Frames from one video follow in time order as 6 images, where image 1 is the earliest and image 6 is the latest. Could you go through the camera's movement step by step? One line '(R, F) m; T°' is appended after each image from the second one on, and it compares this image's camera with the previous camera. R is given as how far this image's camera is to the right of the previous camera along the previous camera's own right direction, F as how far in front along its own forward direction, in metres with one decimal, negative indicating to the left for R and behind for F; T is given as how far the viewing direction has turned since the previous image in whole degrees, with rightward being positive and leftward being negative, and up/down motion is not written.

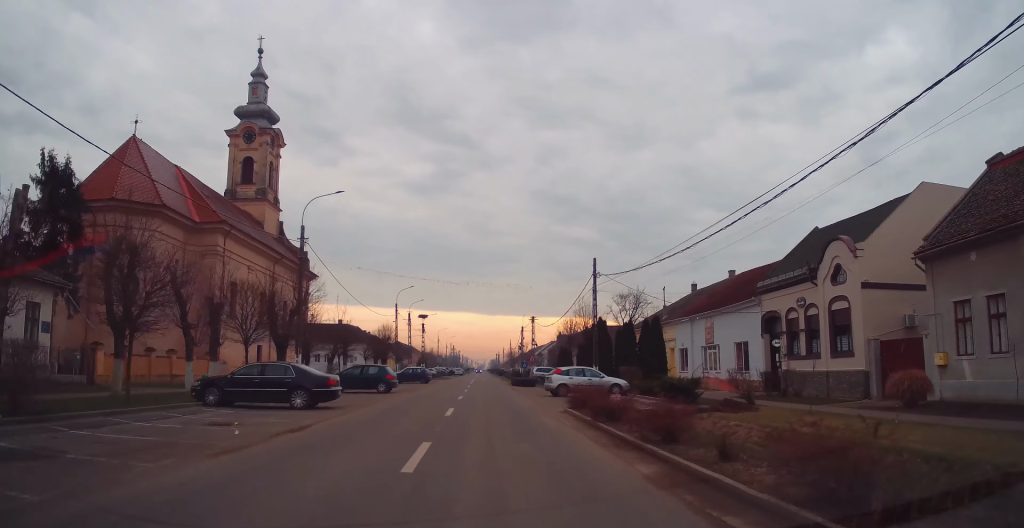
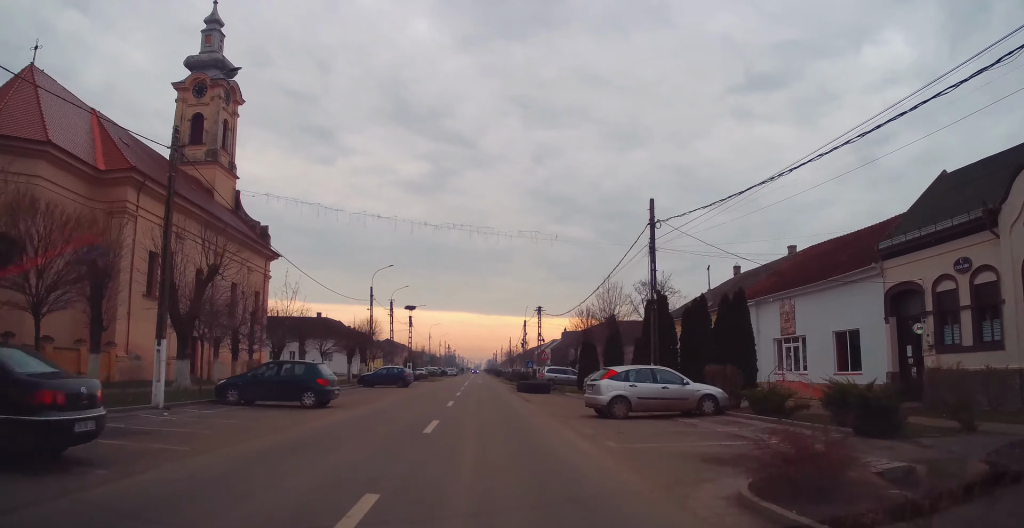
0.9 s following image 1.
(-0.1, +13.8) m; 0°
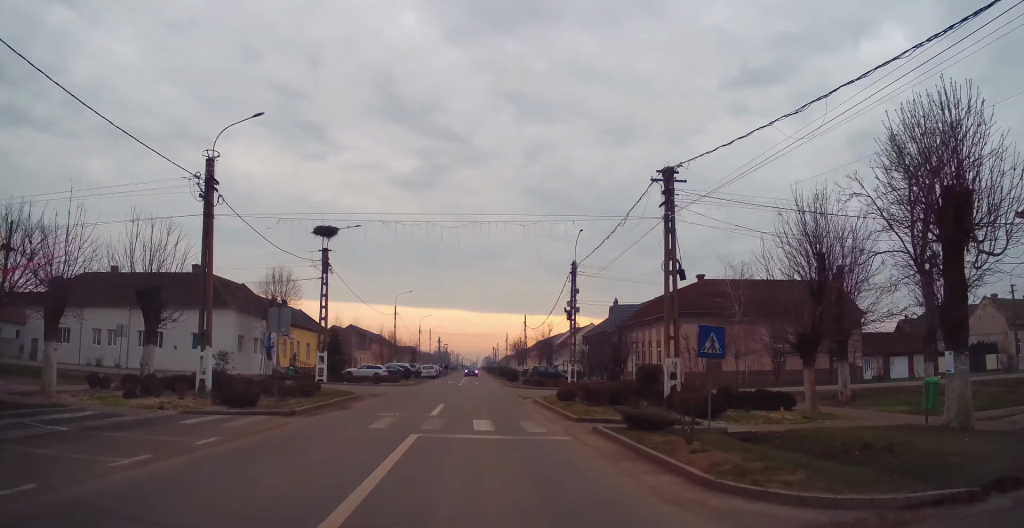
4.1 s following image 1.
(-0.4, +47.7) m; 0°
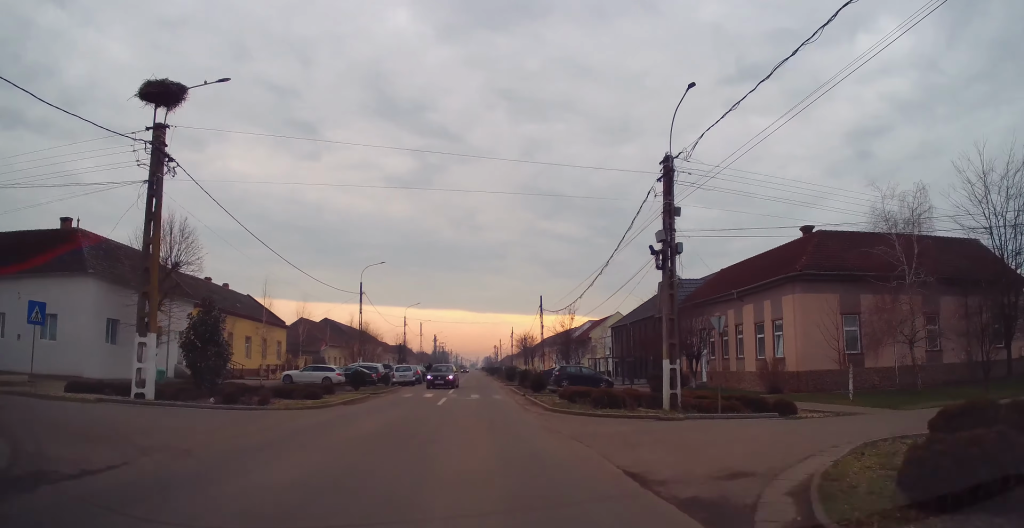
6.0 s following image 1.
(+0.2, +23.7) m; -1°
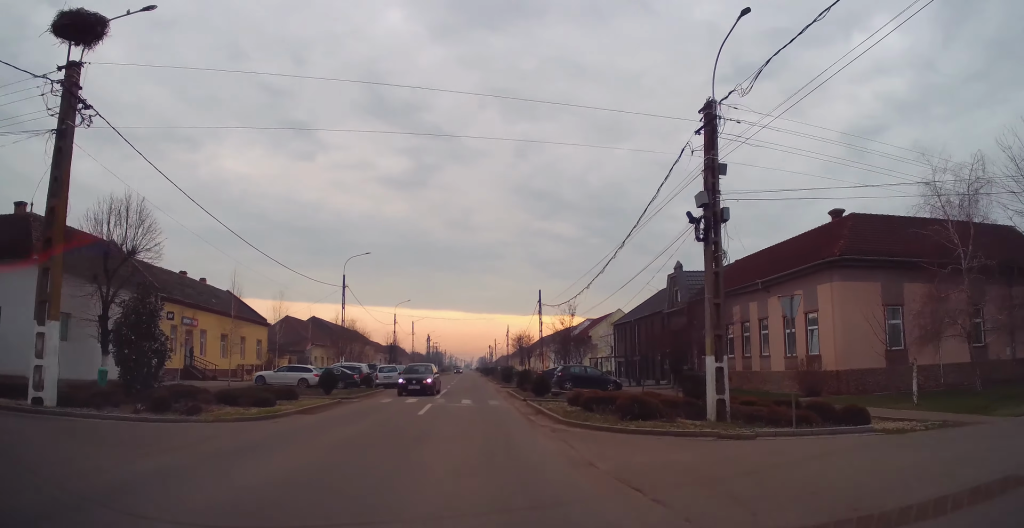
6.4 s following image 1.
(-0.1, +4.7) m; 0°
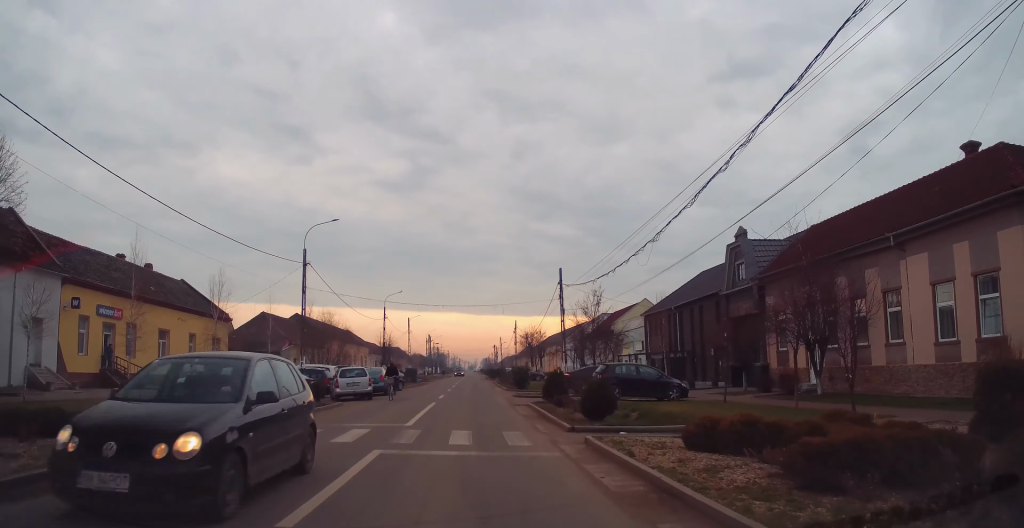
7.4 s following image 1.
(+0.1, +11.9) m; +2°
